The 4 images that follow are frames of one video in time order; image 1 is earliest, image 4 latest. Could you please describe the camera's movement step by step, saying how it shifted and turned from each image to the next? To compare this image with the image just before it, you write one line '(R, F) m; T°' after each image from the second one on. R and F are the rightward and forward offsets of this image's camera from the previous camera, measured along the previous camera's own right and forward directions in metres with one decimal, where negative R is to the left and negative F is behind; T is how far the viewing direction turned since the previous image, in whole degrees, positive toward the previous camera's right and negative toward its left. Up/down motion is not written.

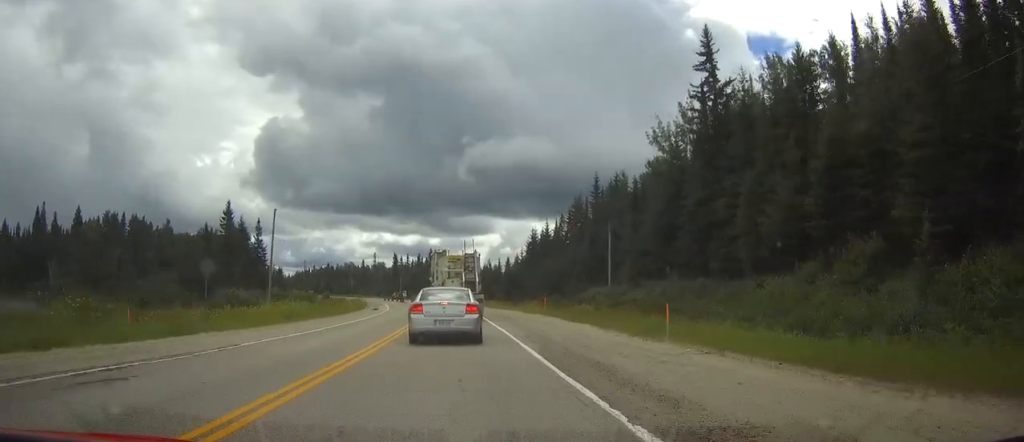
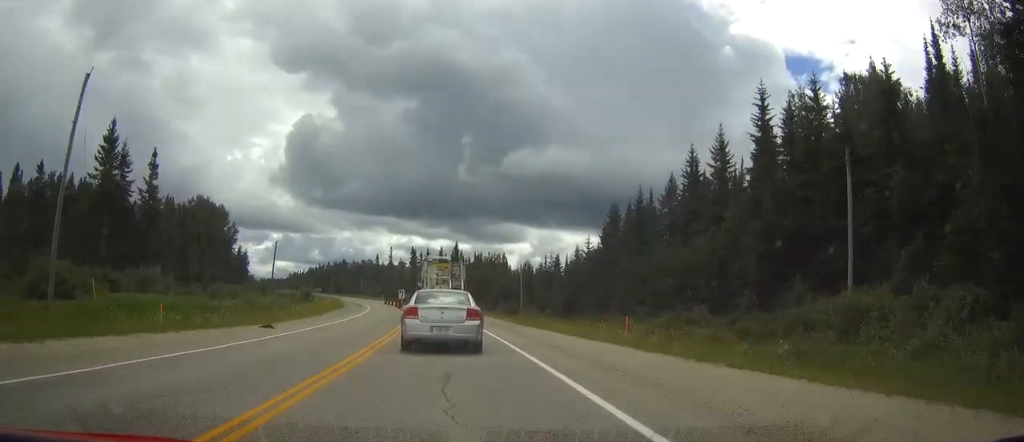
(-0.9, +46.8) m; -3°
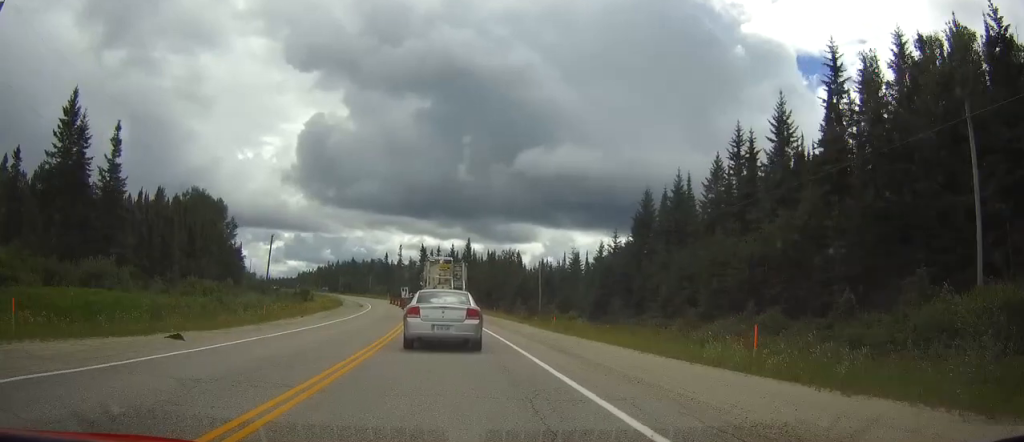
(-0.1, +9.8) m; -1°
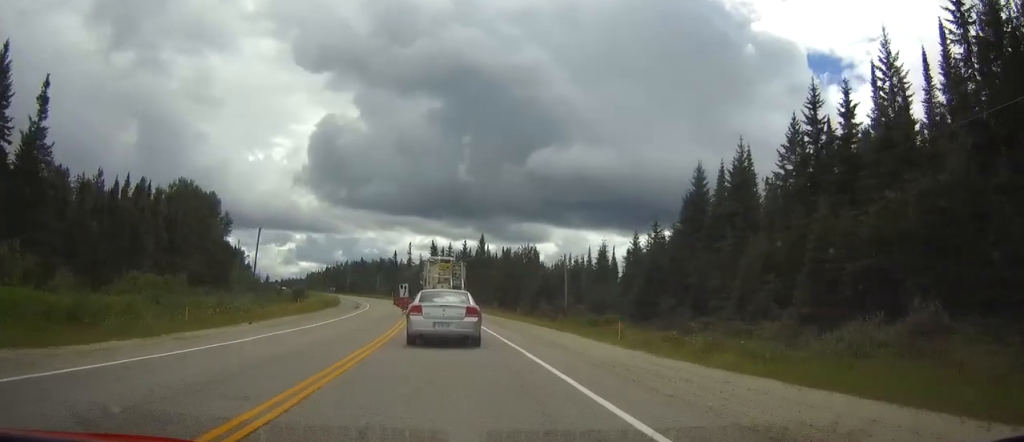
(-0.1, +13.0) m; -1°
